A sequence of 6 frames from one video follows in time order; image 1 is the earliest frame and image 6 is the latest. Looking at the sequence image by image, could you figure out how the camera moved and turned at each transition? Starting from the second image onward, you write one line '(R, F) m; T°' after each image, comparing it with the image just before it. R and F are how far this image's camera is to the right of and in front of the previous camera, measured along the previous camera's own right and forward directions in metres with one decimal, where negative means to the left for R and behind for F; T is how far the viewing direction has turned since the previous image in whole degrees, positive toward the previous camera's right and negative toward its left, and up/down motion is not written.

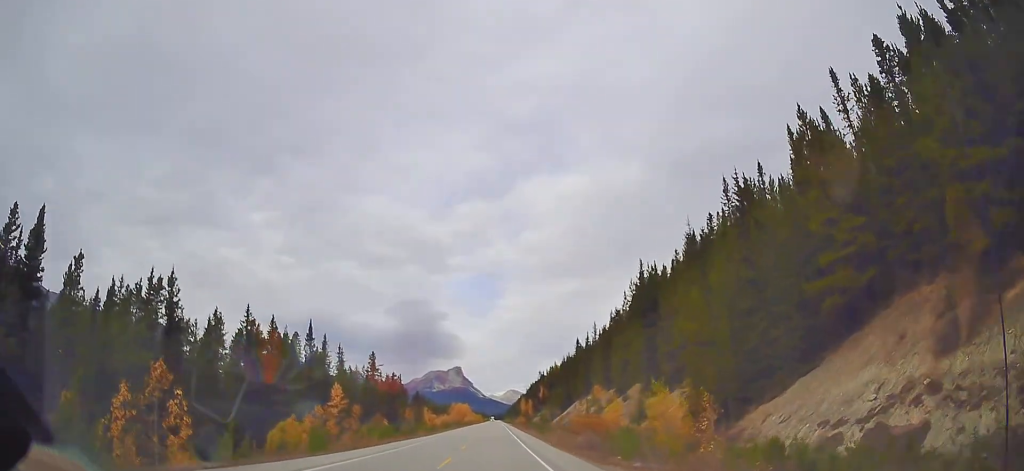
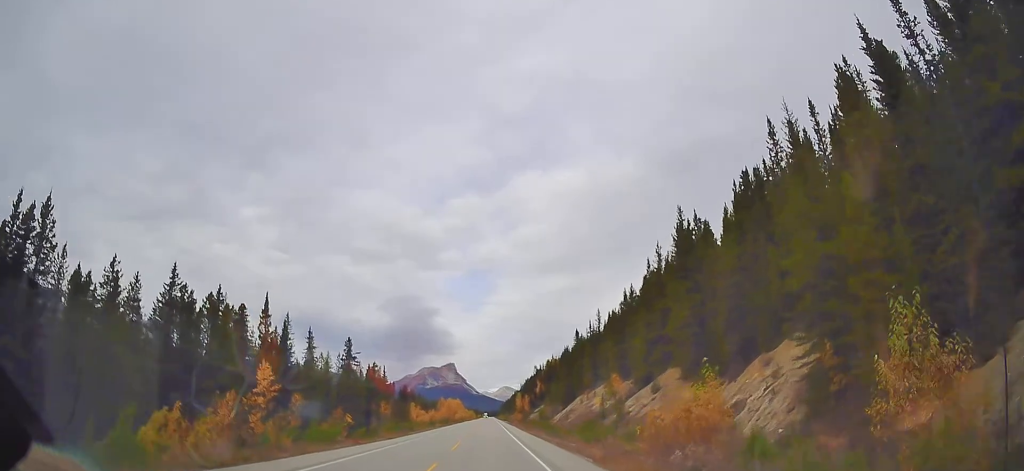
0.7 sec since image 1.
(0.0, +17.7) m; +1°
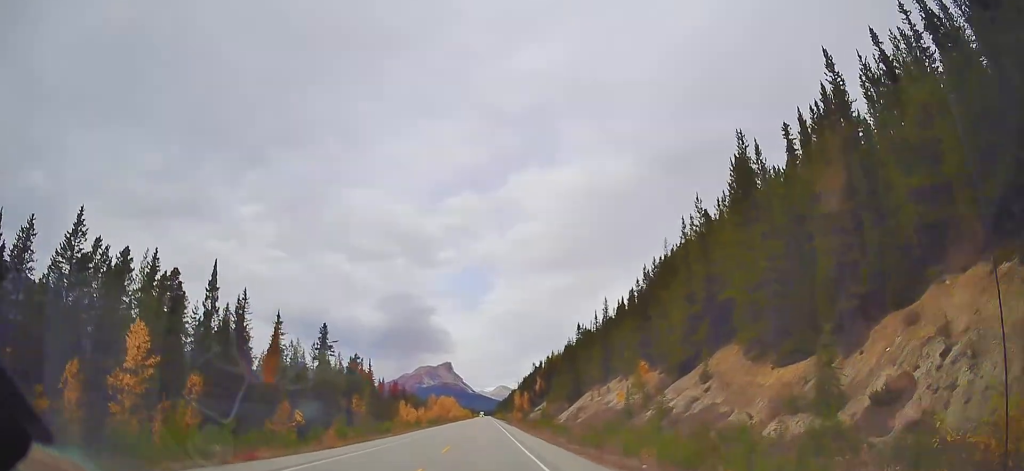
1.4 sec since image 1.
(0.0, +16.1) m; +2°
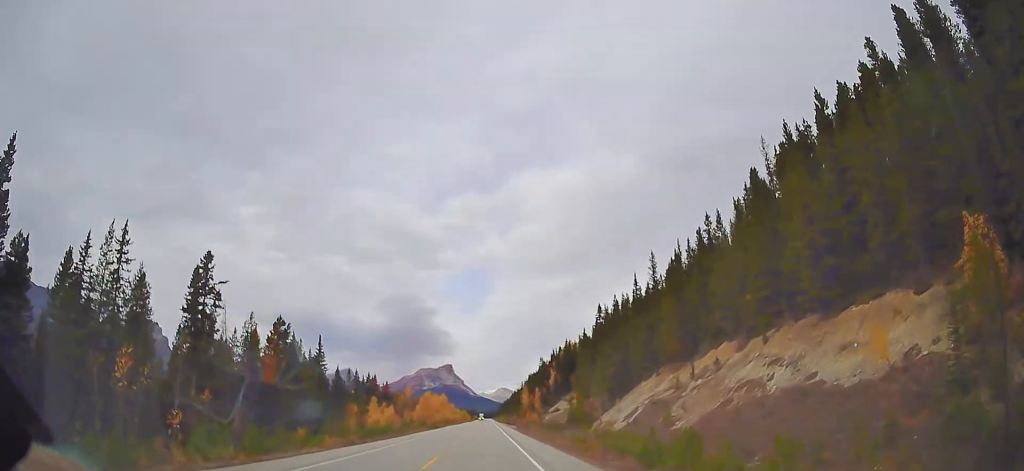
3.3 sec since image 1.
(+0.5, +45.3) m; -1°
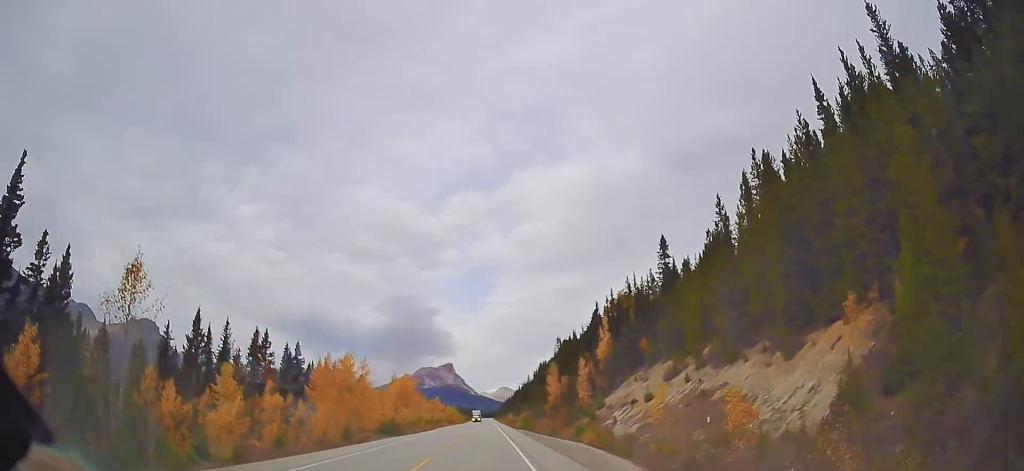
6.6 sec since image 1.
(+0.2, +78.8) m; -1°
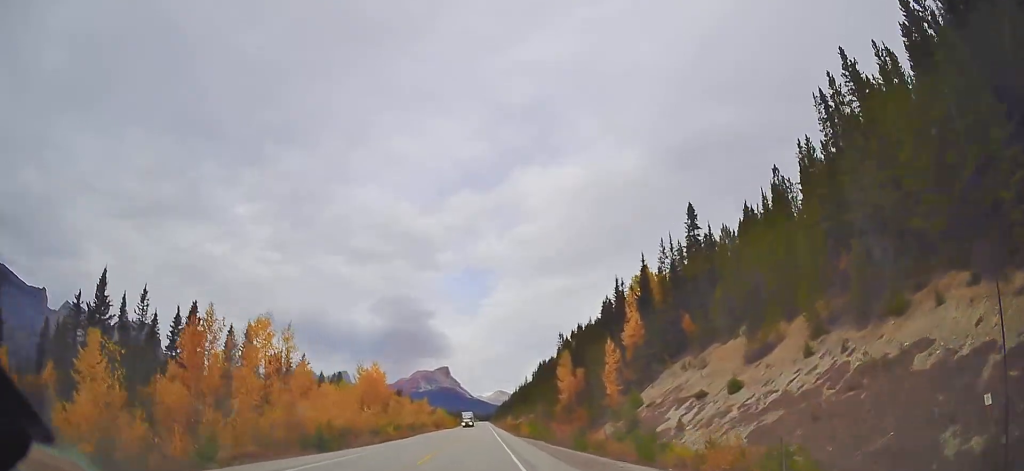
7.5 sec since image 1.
(-0.5, +22.2) m; 0°
